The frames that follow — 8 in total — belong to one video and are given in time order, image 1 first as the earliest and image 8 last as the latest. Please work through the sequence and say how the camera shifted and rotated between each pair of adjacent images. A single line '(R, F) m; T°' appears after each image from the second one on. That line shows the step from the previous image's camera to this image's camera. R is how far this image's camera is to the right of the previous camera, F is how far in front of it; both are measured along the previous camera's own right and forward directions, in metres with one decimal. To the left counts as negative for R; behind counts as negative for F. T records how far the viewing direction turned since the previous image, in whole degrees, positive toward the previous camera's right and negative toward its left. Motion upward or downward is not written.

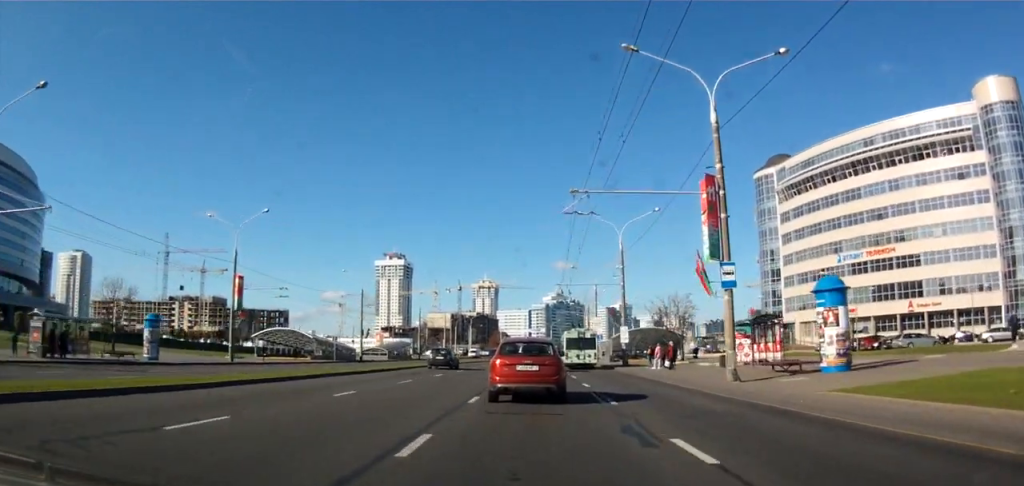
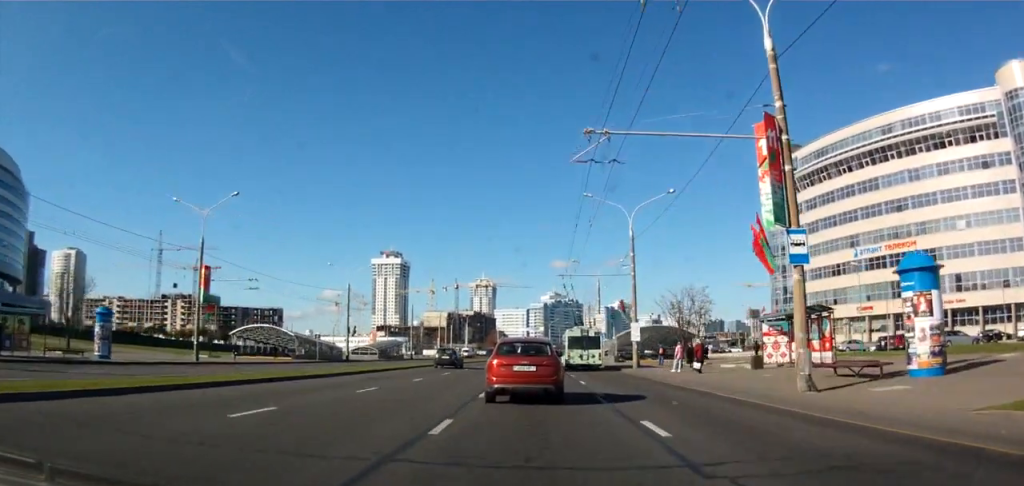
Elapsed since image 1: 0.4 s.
(-0.1, +5.9) m; 0°
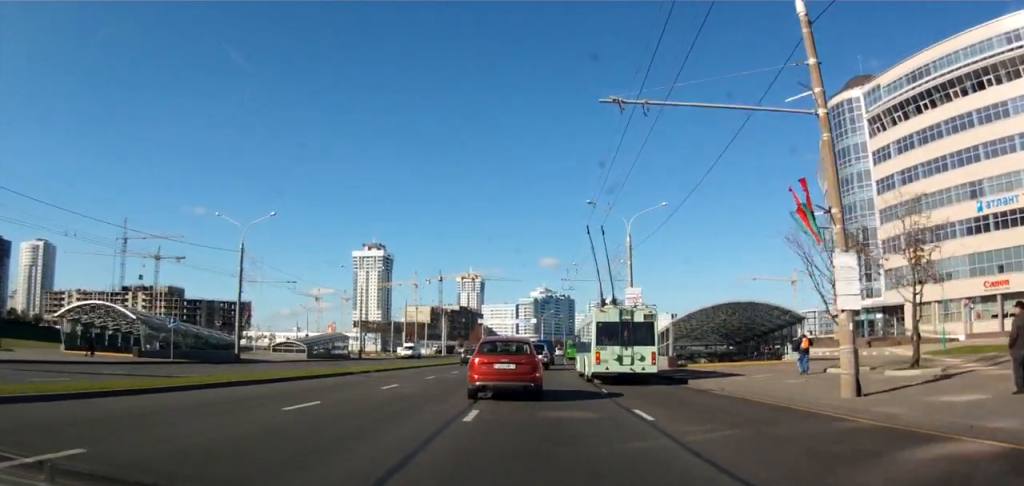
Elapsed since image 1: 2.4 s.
(-0.2, +34.5) m; 0°
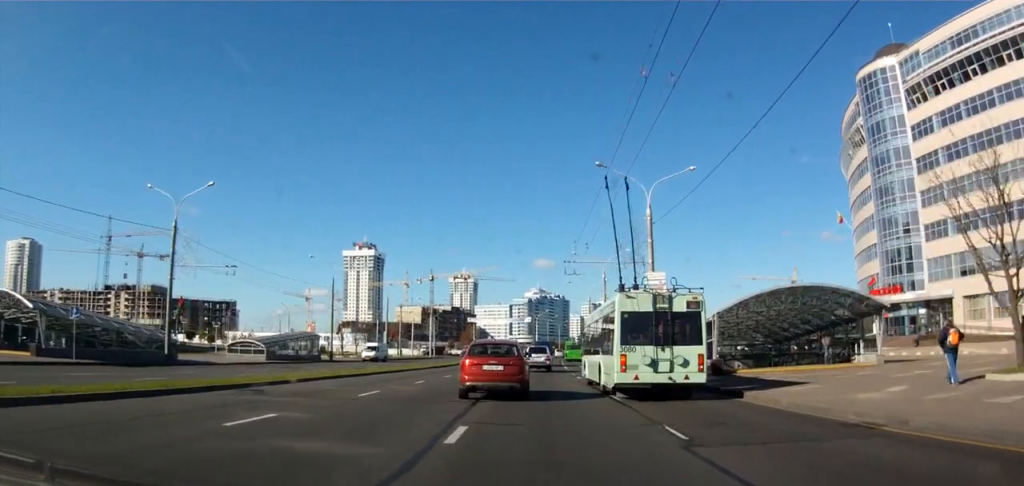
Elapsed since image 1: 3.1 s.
(0.0, +11.7) m; 0°
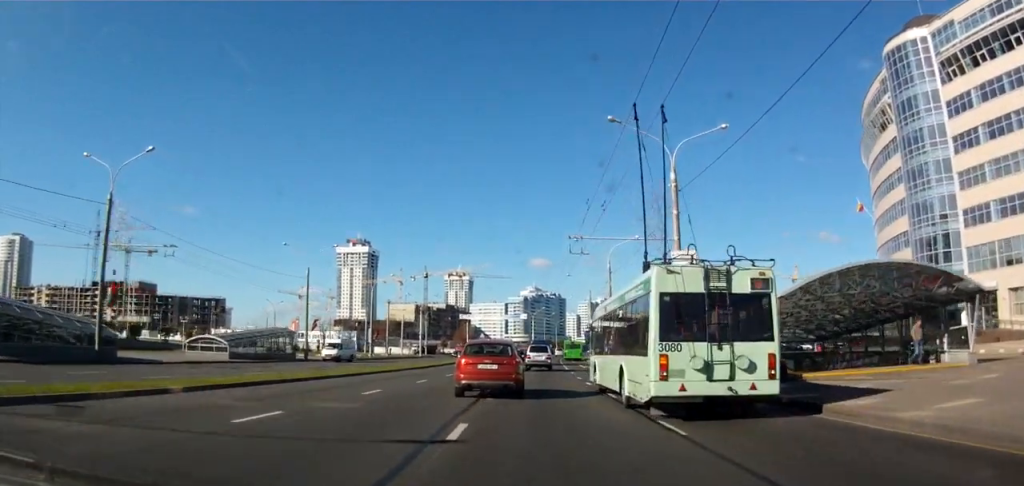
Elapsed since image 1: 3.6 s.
(0.0, +8.8) m; 0°
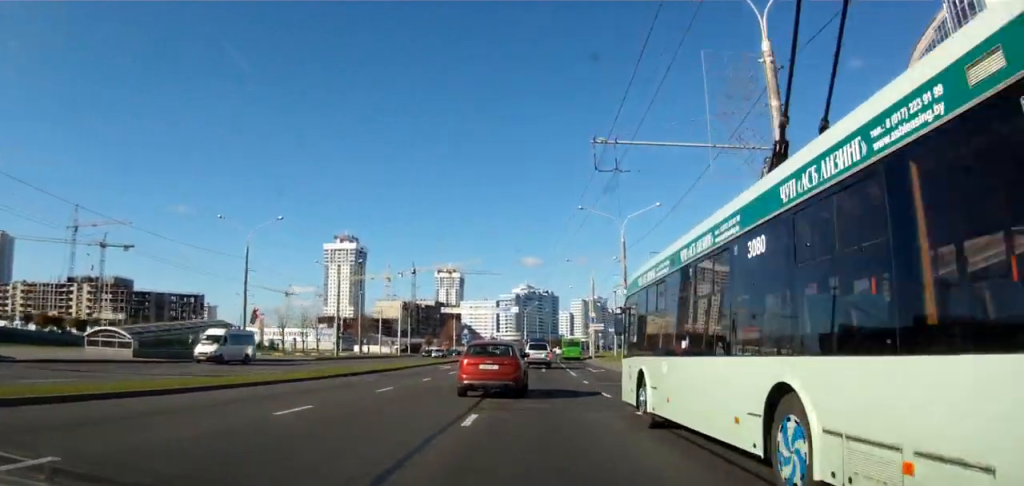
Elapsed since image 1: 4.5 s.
(0.0, +14.7) m; 0°
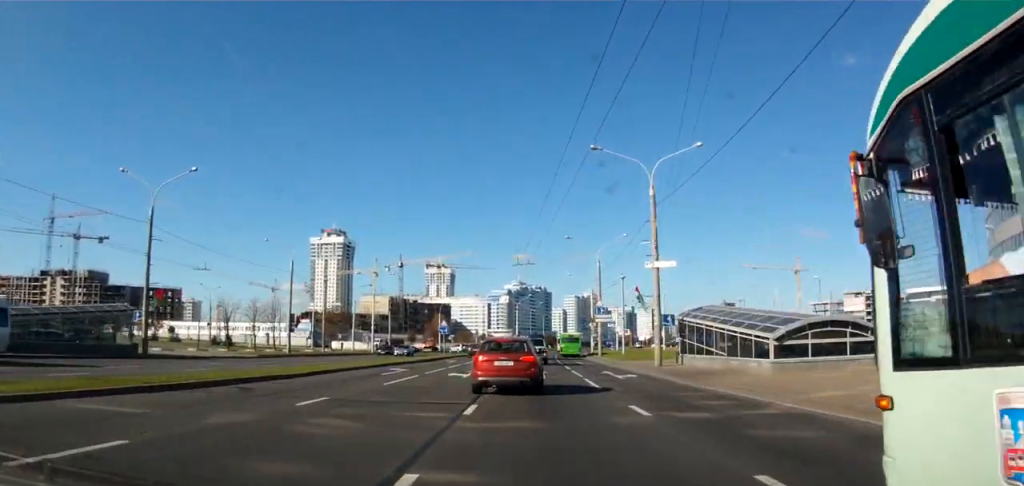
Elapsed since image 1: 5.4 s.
(0.0, +15.2) m; +1°
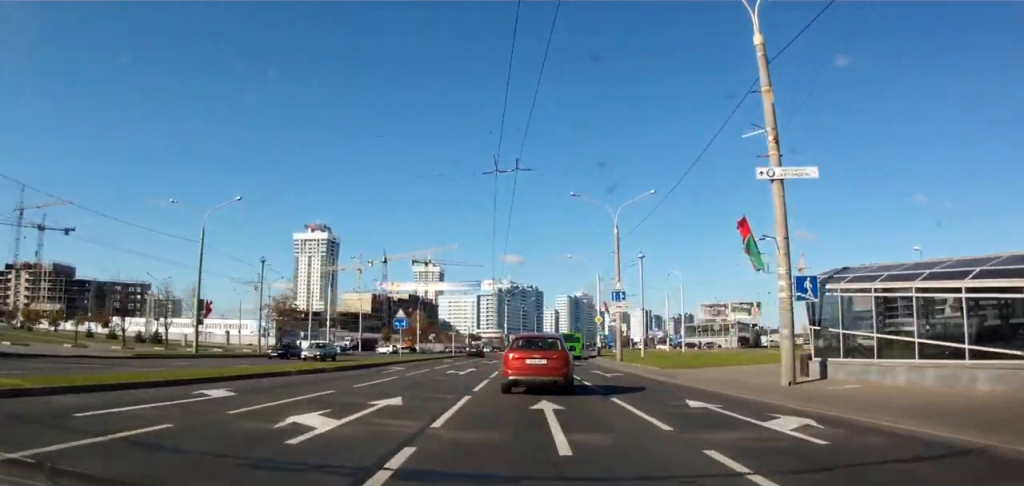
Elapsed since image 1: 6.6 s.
(+0.5, +18.8) m; +4°
